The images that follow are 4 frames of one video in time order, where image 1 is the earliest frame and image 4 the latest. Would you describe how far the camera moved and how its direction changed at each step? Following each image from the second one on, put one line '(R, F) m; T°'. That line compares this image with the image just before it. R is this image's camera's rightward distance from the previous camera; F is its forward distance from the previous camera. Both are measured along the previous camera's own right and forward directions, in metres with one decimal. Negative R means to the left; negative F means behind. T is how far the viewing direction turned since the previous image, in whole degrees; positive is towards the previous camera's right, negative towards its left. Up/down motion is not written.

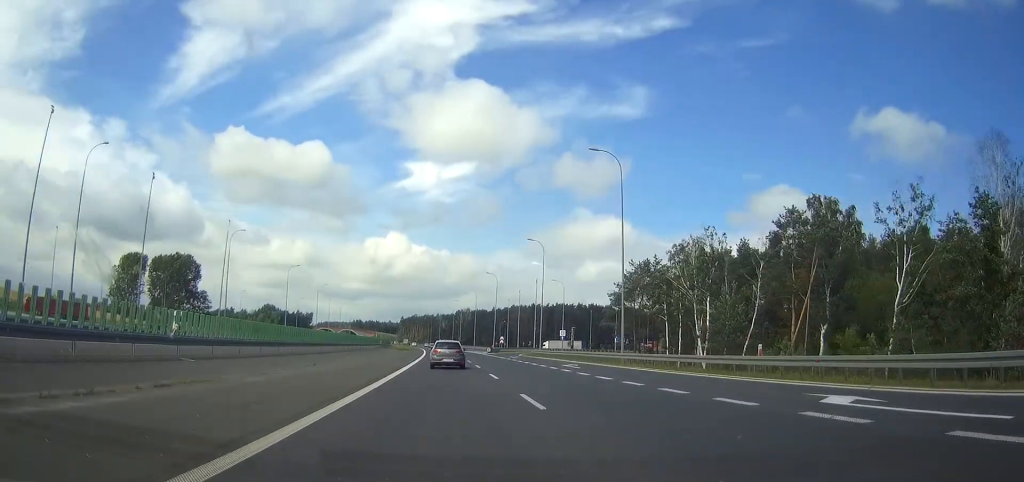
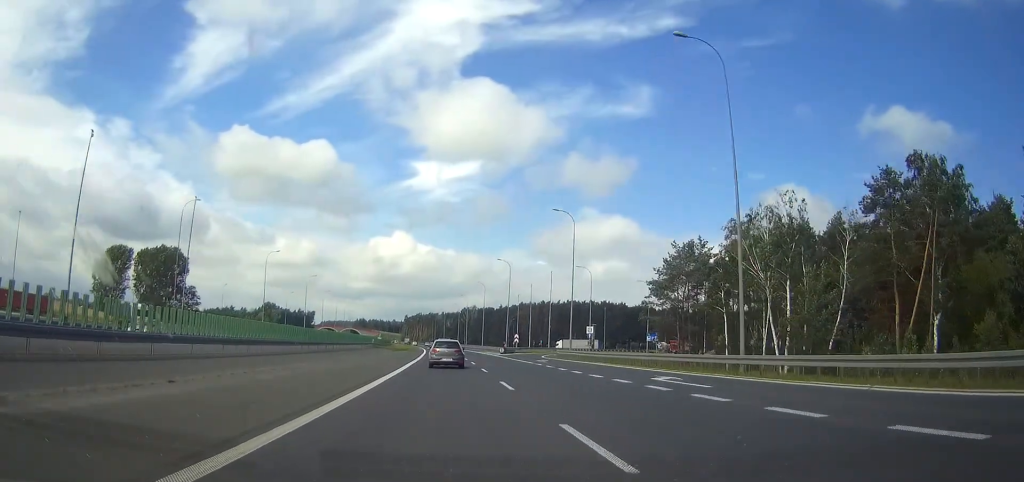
(0.0, +18.5) m; 0°
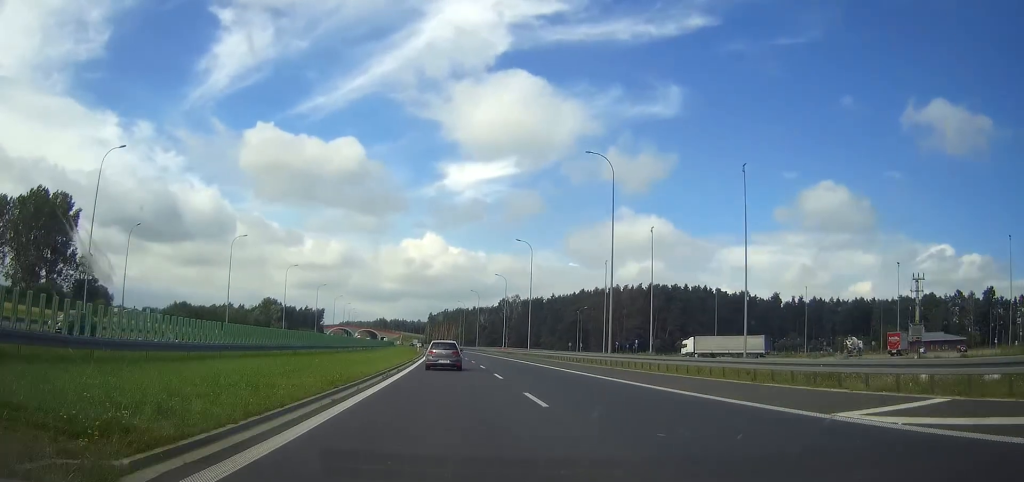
(-2.6, +100.0) m; -3°
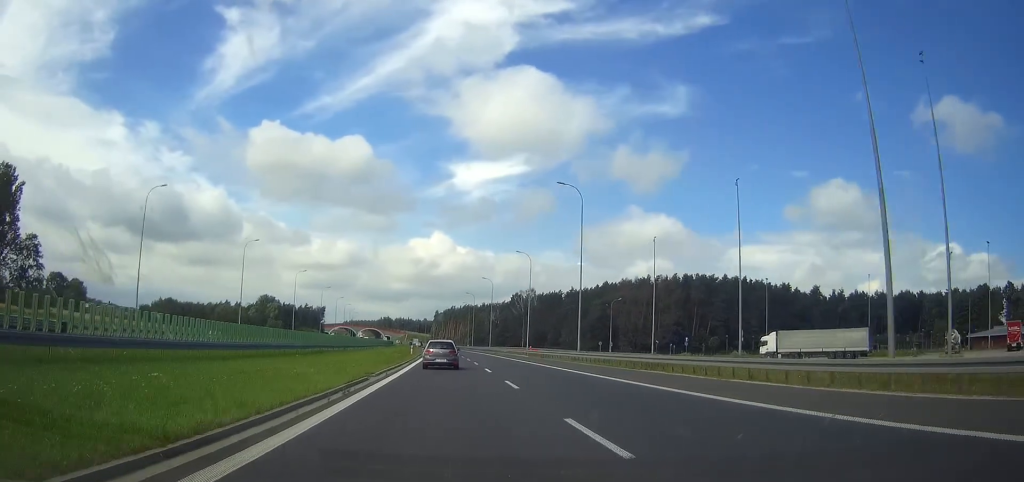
(-0.1, +30.2) m; -1°
